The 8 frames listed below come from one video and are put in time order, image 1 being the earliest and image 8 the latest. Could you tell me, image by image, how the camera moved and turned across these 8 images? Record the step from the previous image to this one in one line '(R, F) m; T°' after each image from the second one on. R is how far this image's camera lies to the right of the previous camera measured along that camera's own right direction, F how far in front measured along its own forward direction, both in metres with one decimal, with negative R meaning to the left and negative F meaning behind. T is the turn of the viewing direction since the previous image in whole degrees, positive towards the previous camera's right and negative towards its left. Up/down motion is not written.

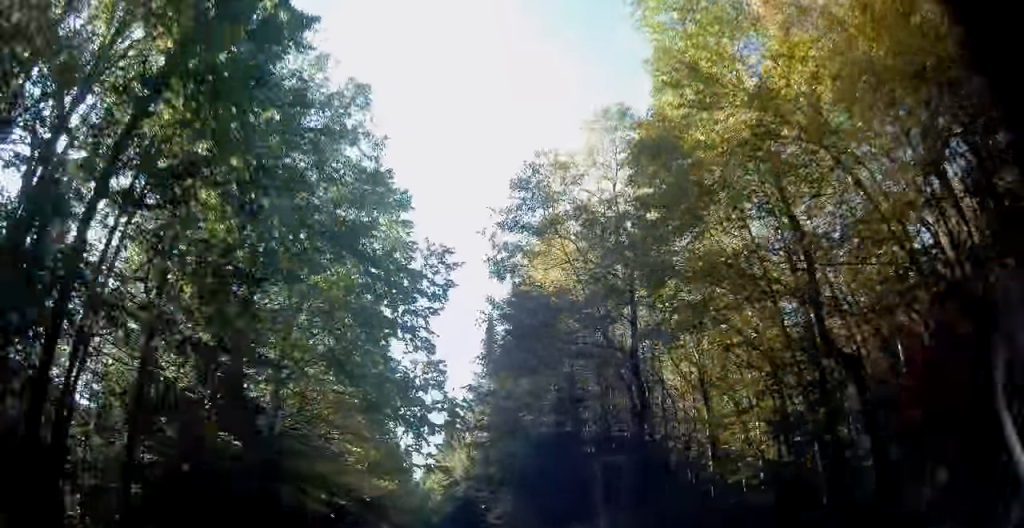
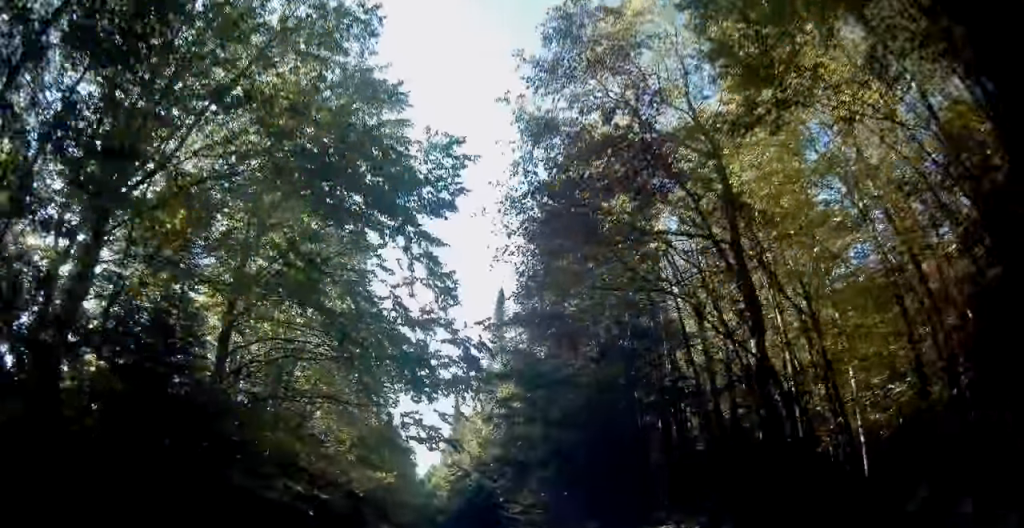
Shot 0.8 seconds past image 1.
(+0.3, +6.8) m; 0°
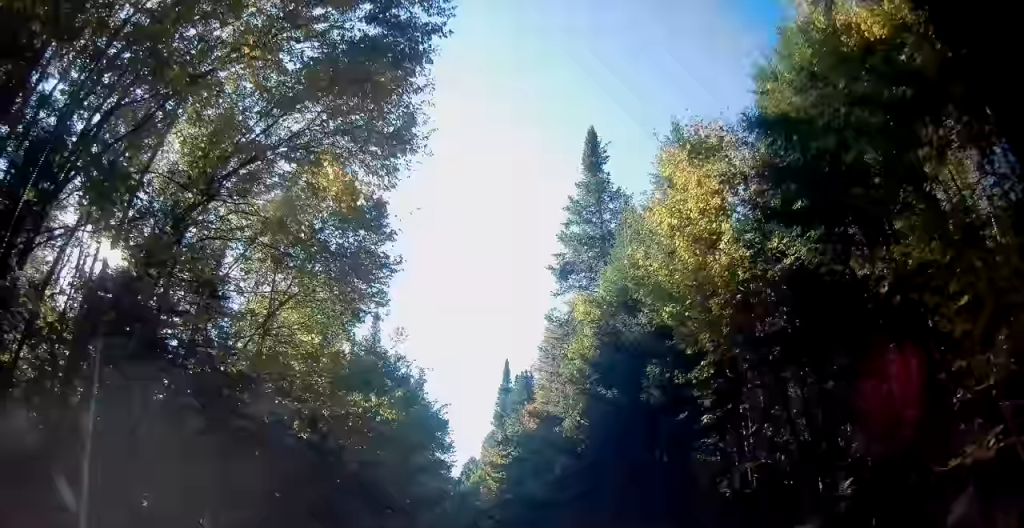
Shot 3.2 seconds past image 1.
(+0.4, +20.4) m; +2°
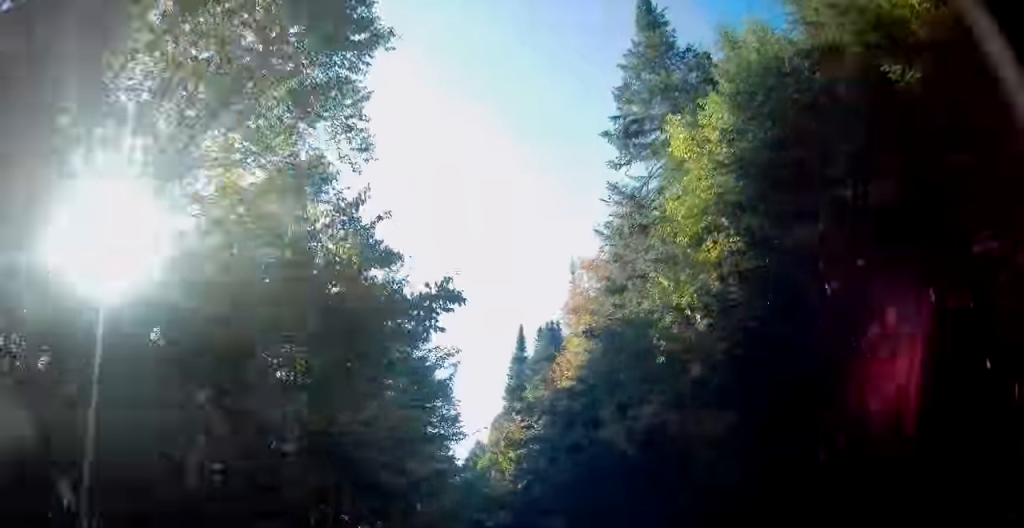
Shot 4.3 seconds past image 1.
(-0.2, +8.9) m; -3°
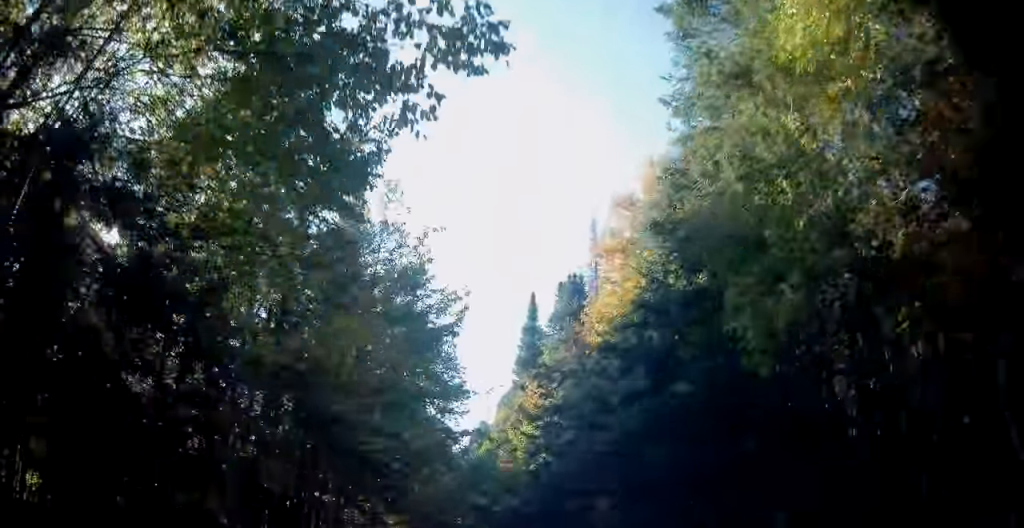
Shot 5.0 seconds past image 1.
(-0.1, +4.8) m; -1°
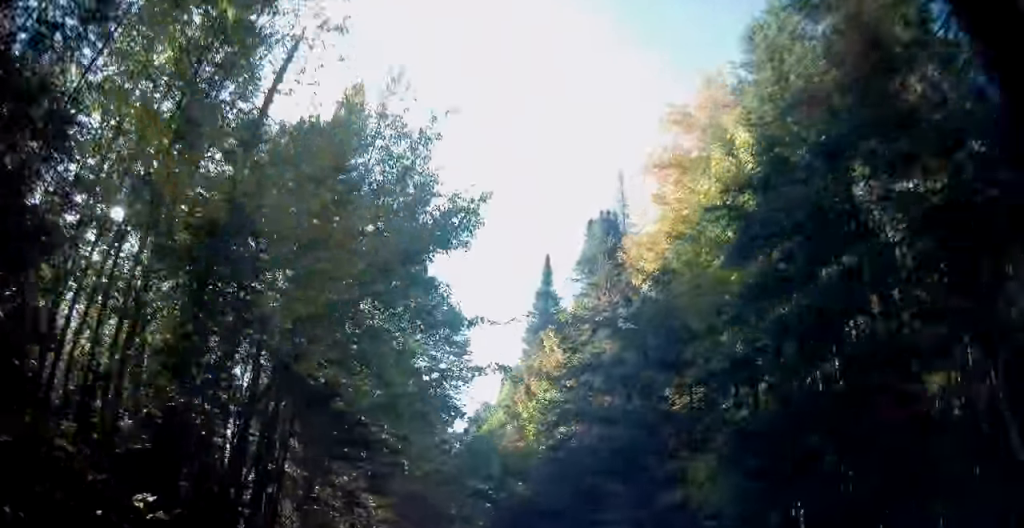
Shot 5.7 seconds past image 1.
(0.0, +5.3) m; 0°
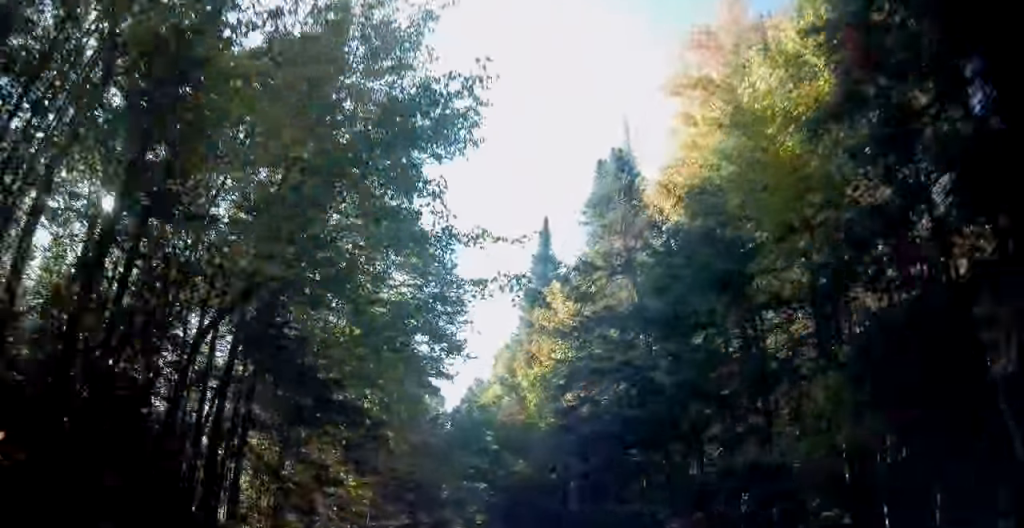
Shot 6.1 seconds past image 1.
(0.0, +3.1) m; +1°
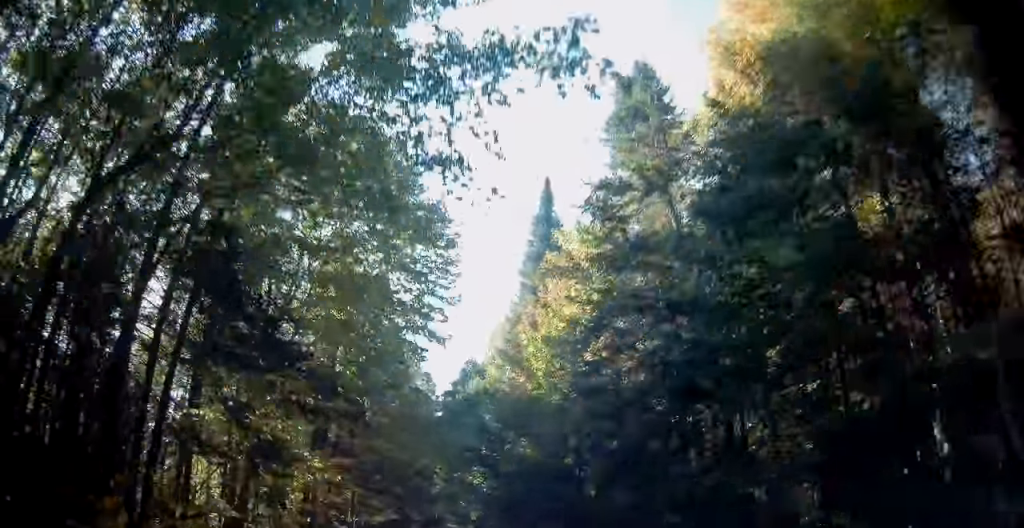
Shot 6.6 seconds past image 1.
(-0.1, +4.1) m; +1°
